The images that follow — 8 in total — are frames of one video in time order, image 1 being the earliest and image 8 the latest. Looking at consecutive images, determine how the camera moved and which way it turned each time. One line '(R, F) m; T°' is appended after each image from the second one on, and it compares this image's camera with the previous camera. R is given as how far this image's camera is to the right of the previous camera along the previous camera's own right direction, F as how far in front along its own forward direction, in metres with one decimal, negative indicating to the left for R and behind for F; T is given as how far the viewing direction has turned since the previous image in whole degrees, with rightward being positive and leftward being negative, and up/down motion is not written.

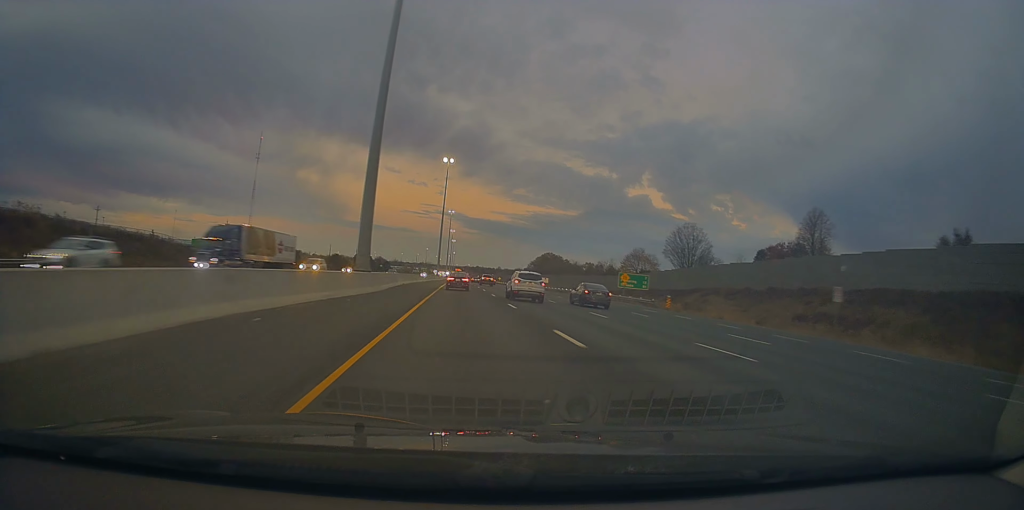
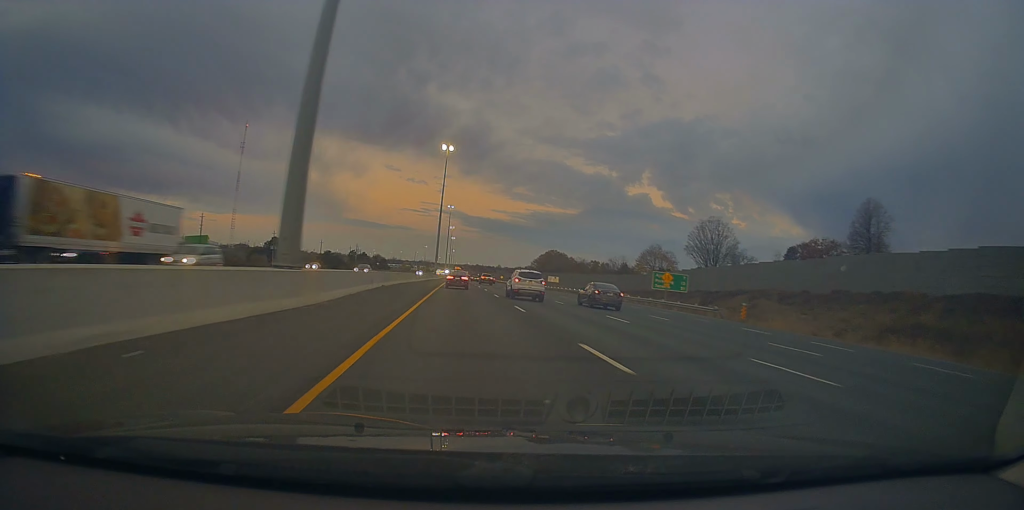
(0.0, +15.5) m; 0°
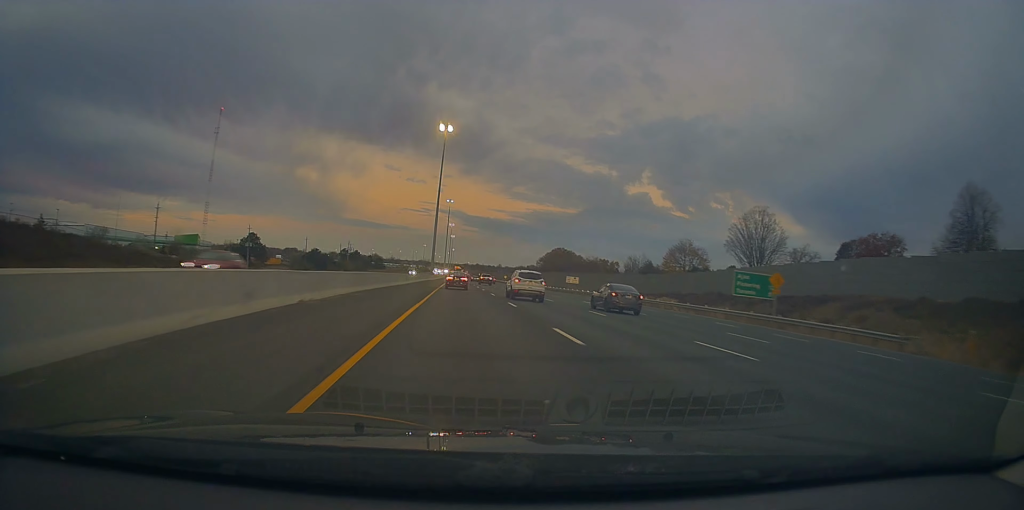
(0.0, +21.9) m; 0°
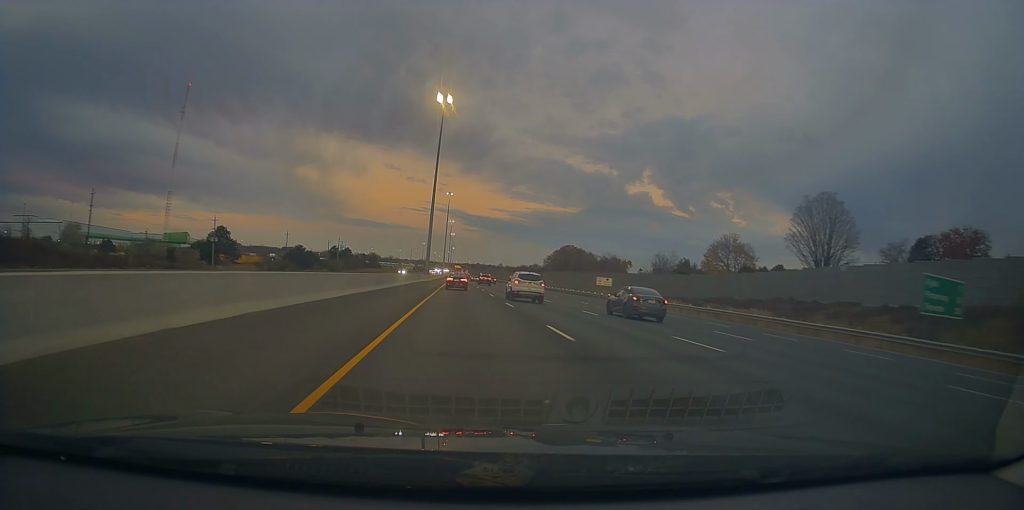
(0.0, +23.7) m; 0°
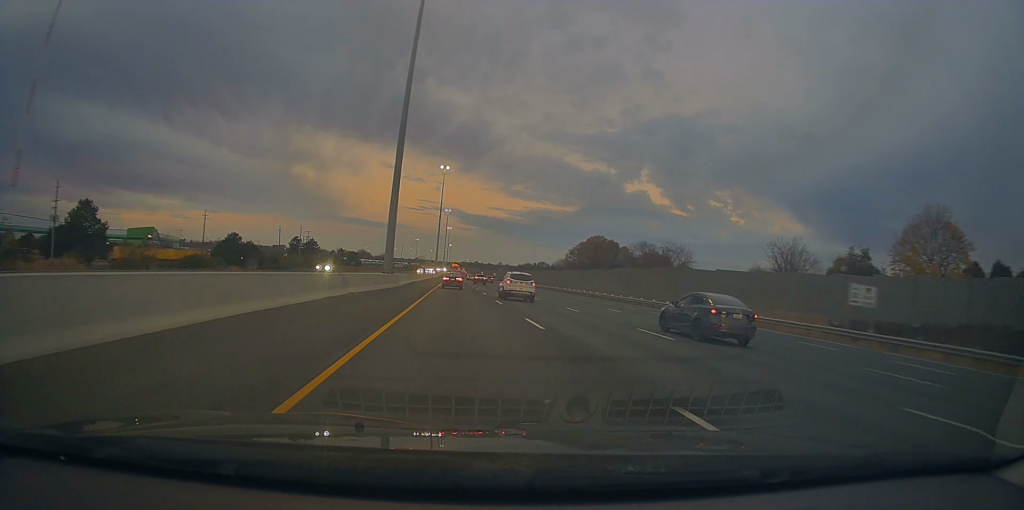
(+0.1, +58.0) m; +1°
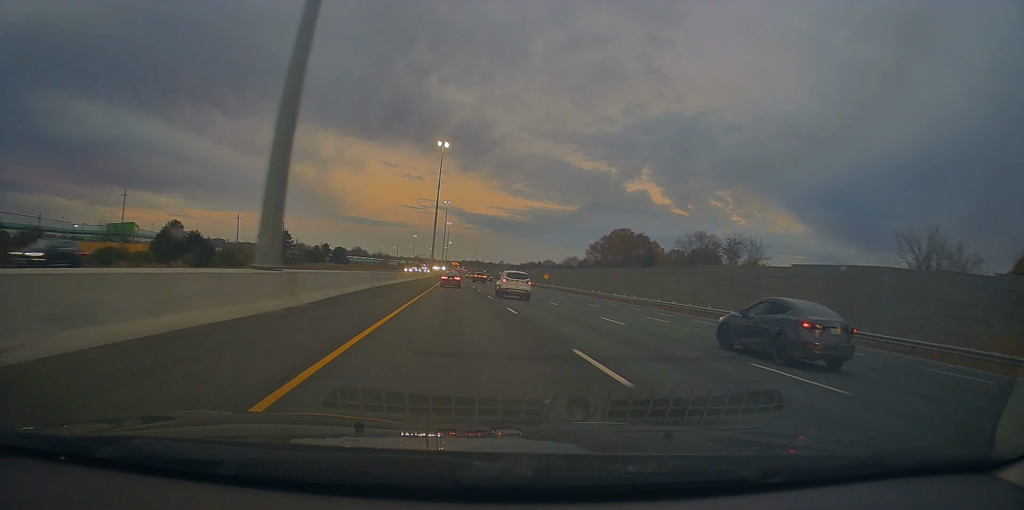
(+0.2, +31.8) m; 0°
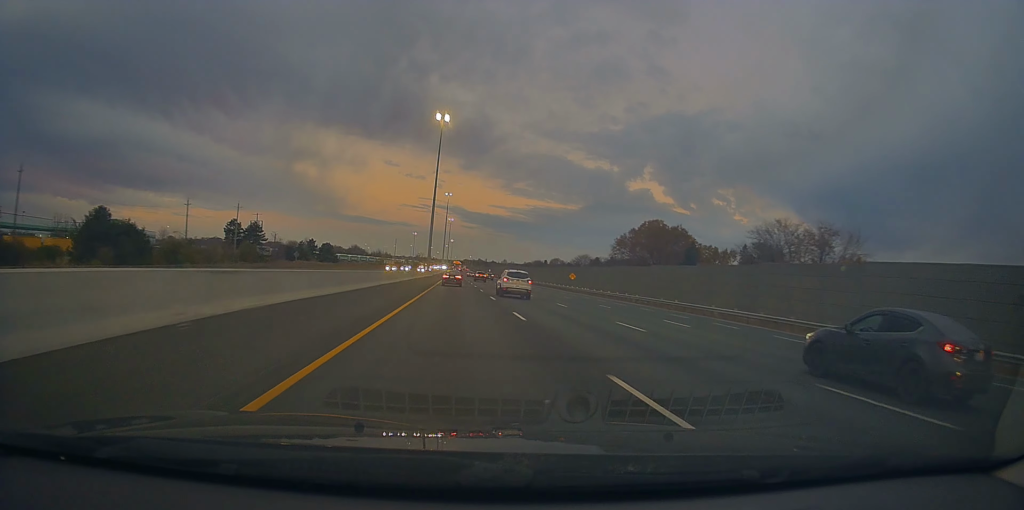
(+0.1, +26.8) m; 0°
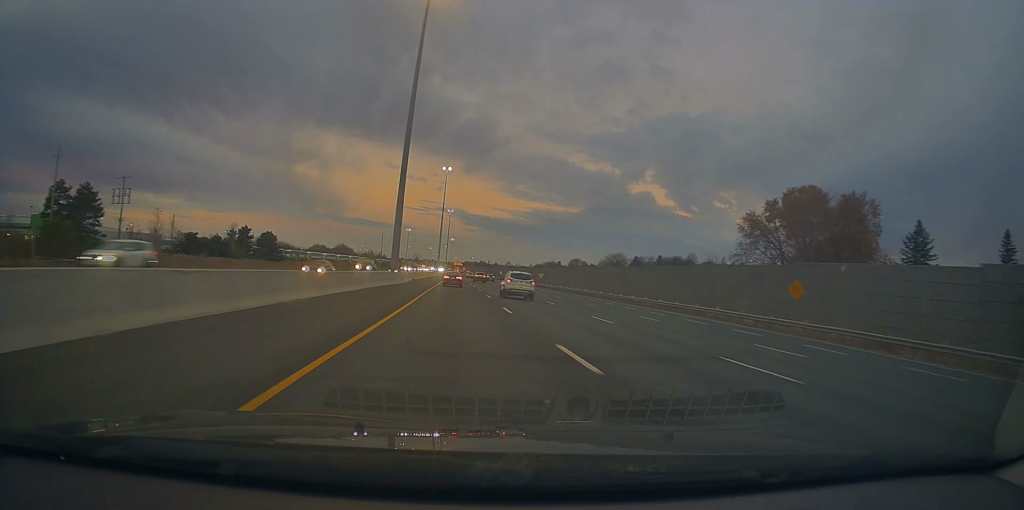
(0.0, +69.4) m; 0°
